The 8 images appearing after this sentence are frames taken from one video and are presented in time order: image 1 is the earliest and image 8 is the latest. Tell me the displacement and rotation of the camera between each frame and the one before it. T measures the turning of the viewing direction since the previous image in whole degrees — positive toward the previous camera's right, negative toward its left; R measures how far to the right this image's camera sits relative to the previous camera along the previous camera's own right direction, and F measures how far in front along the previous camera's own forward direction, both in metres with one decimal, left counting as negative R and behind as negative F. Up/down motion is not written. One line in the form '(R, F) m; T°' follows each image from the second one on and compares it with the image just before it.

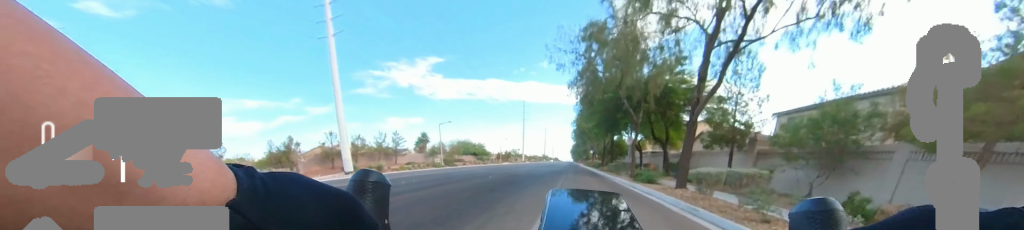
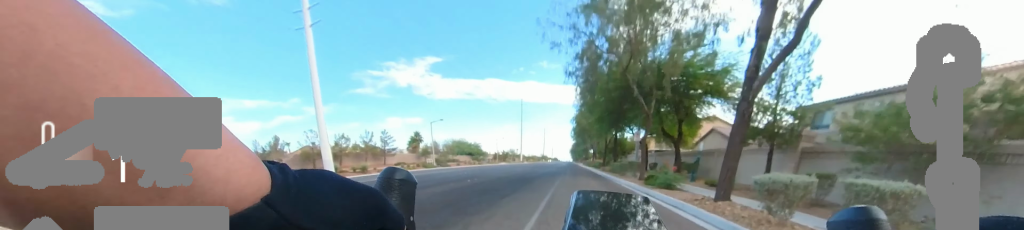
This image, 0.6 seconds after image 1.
(-0.1, +3.2) m; -1°
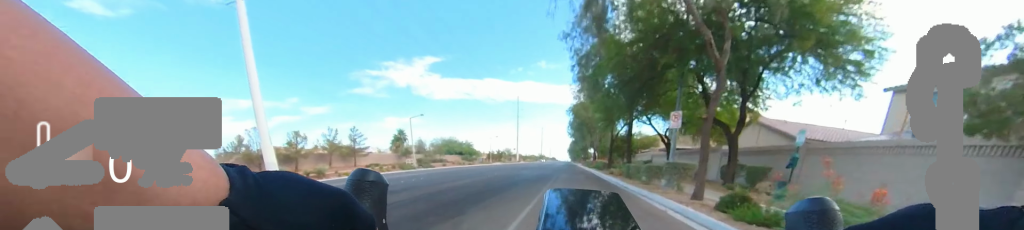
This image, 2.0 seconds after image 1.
(-0.1, +7.6) m; -1°
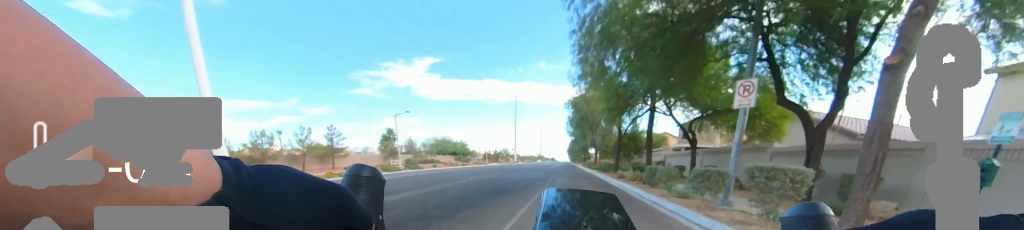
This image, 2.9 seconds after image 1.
(0.0, +4.6) m; 0°
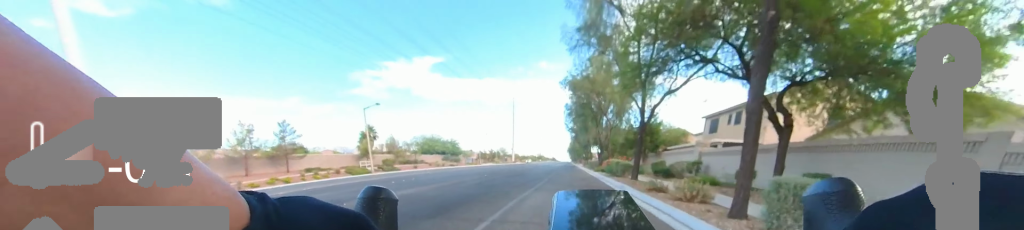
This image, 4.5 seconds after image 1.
(0.0, +7.9) m; 0°
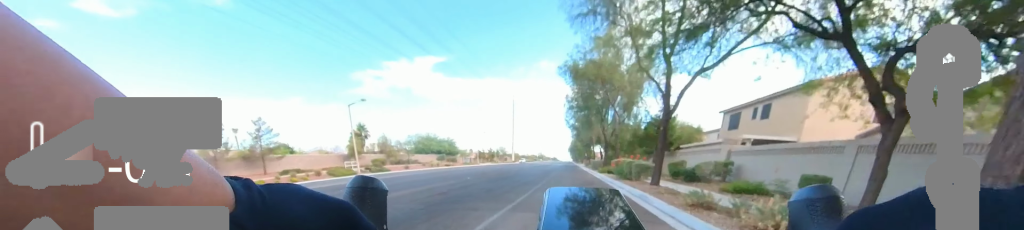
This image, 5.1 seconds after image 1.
(0.0, +3.3) m; 0°
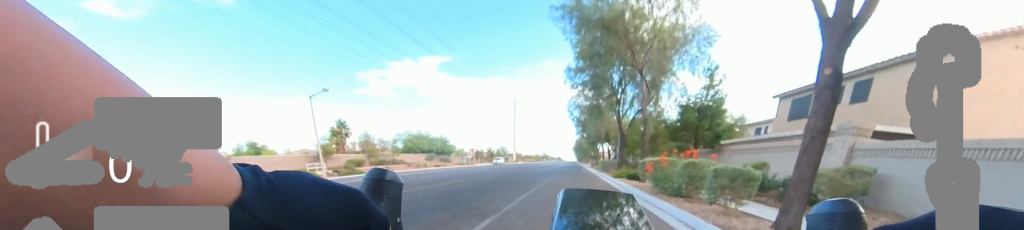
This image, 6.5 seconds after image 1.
(0.0, +6.9) m; 0°
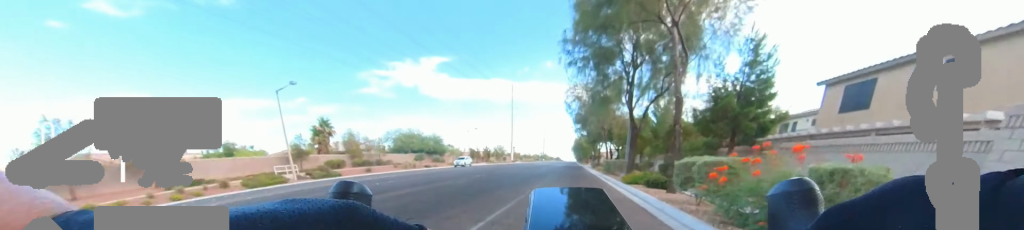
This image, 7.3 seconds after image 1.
(0.0, +4.1) m; 0°
